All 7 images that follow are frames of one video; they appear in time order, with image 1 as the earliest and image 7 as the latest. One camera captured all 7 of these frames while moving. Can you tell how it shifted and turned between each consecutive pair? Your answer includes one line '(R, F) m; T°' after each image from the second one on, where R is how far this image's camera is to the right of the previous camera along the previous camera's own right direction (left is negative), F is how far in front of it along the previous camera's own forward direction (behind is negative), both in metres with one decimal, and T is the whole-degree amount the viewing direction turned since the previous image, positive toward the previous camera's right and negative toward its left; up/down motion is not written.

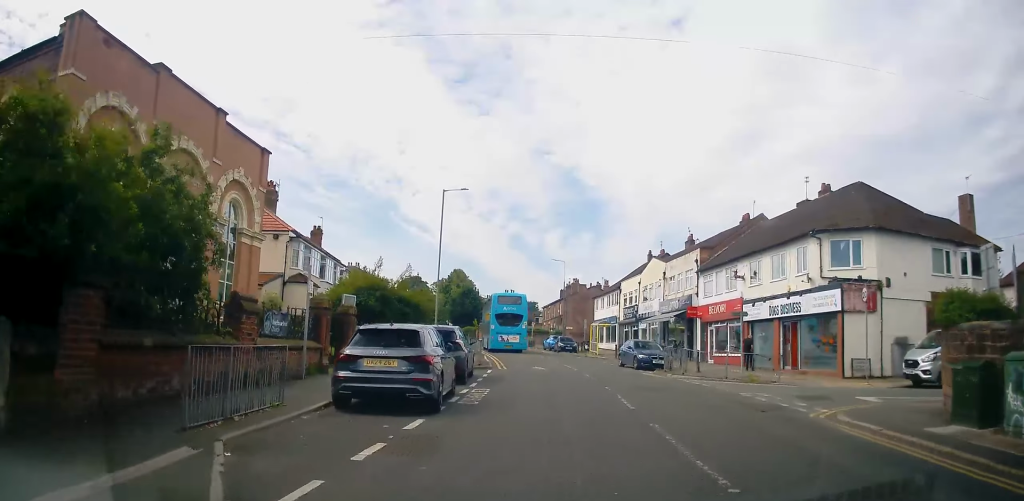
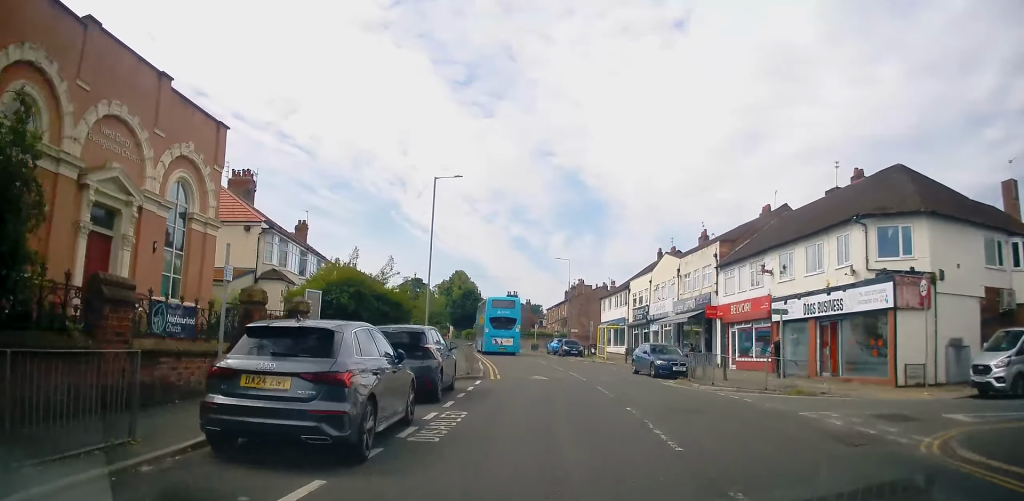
(0.0, +3.9) m; +1°
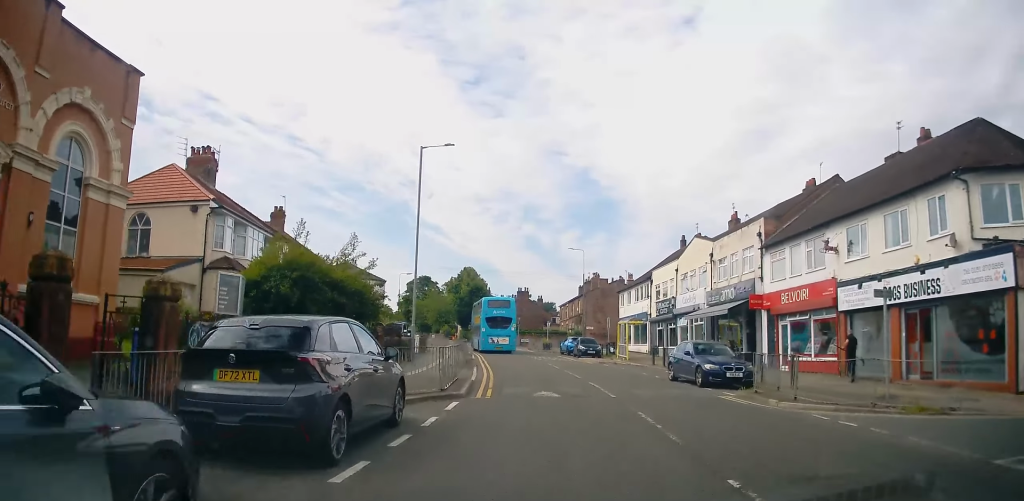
(+0.1, +6.1) m; +1°
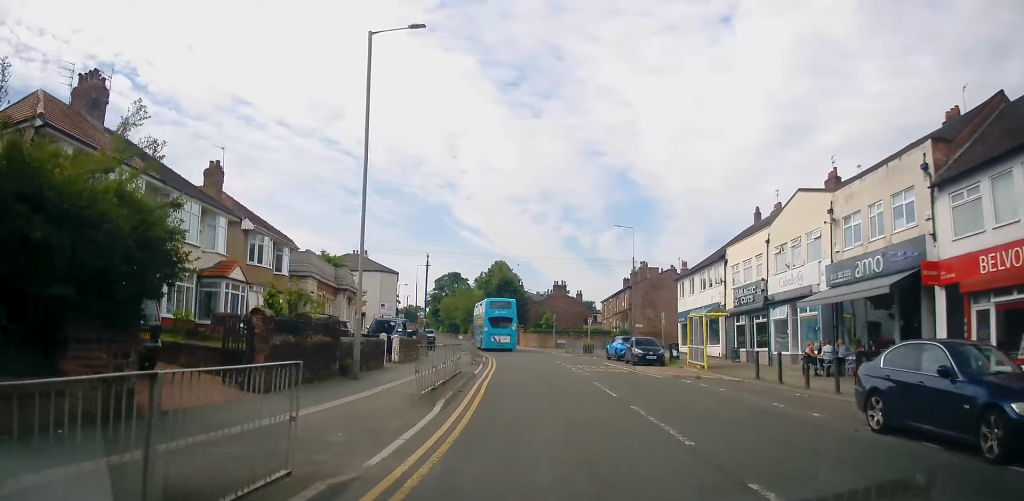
(-0.3, +12.2) m; -7°
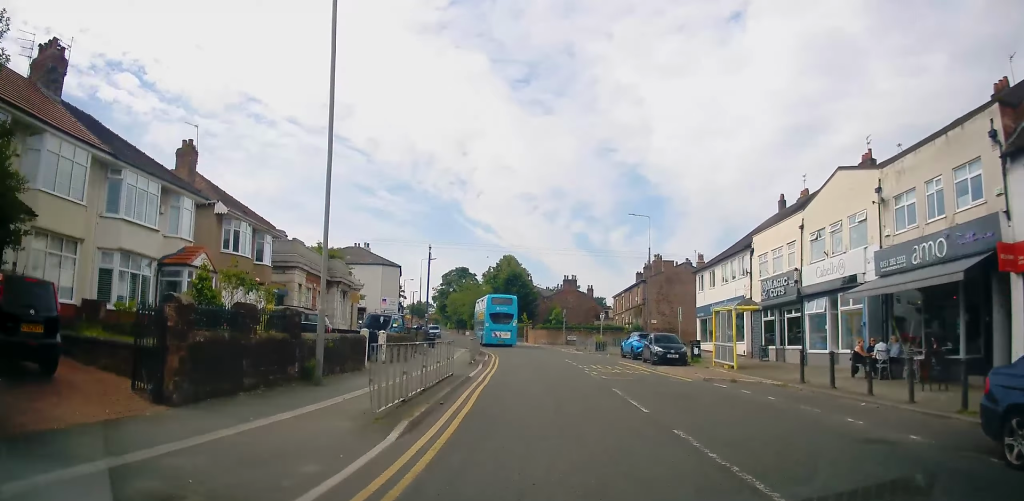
(-0.2, +3.3) m; -1°
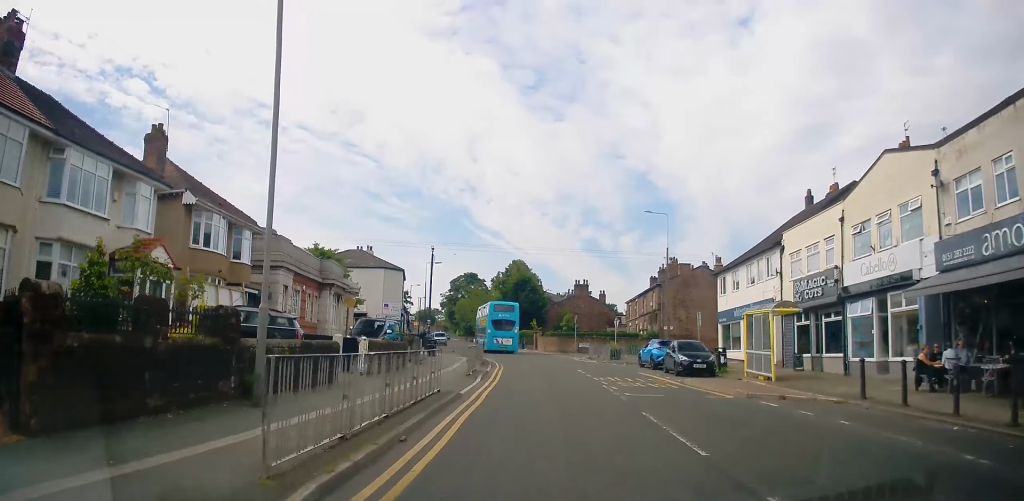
(-0.1, +3.3) m; -1°
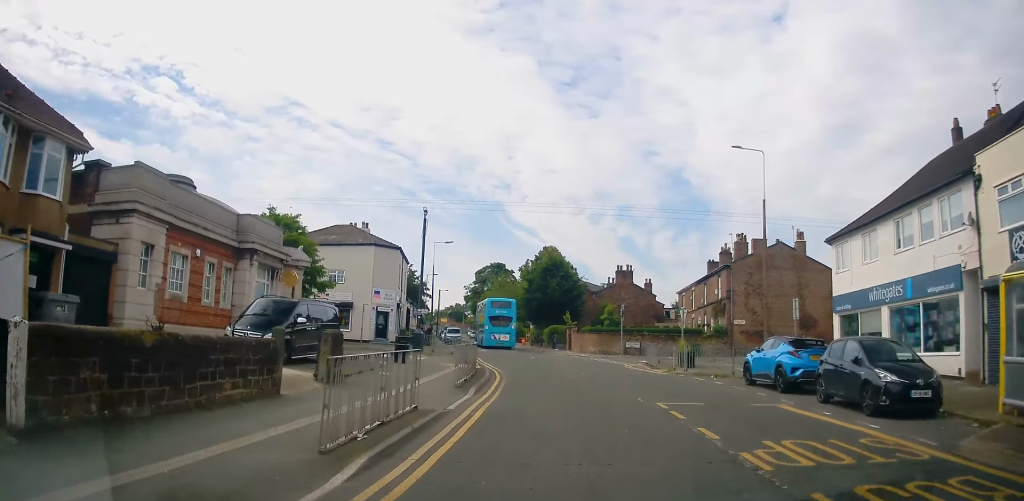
(+0.5, +13.8) m; 0°
